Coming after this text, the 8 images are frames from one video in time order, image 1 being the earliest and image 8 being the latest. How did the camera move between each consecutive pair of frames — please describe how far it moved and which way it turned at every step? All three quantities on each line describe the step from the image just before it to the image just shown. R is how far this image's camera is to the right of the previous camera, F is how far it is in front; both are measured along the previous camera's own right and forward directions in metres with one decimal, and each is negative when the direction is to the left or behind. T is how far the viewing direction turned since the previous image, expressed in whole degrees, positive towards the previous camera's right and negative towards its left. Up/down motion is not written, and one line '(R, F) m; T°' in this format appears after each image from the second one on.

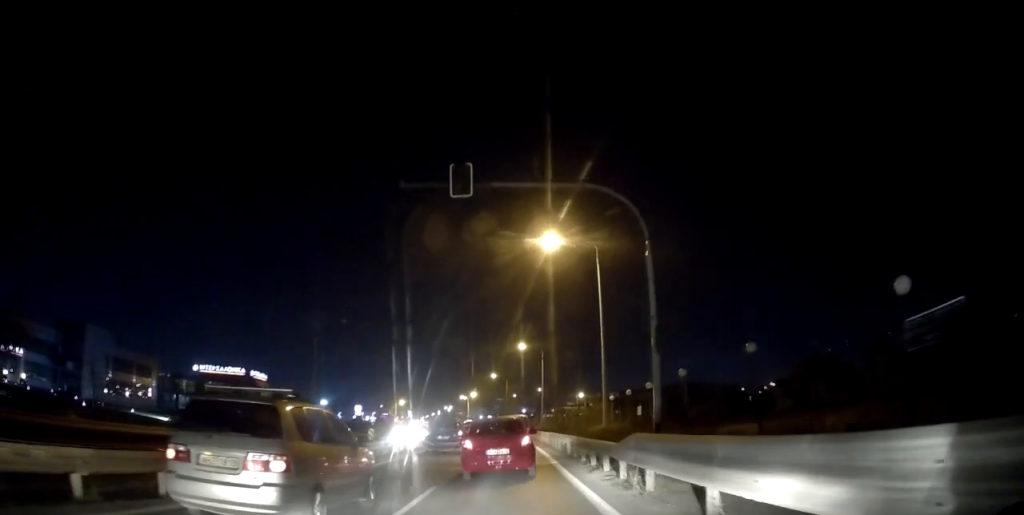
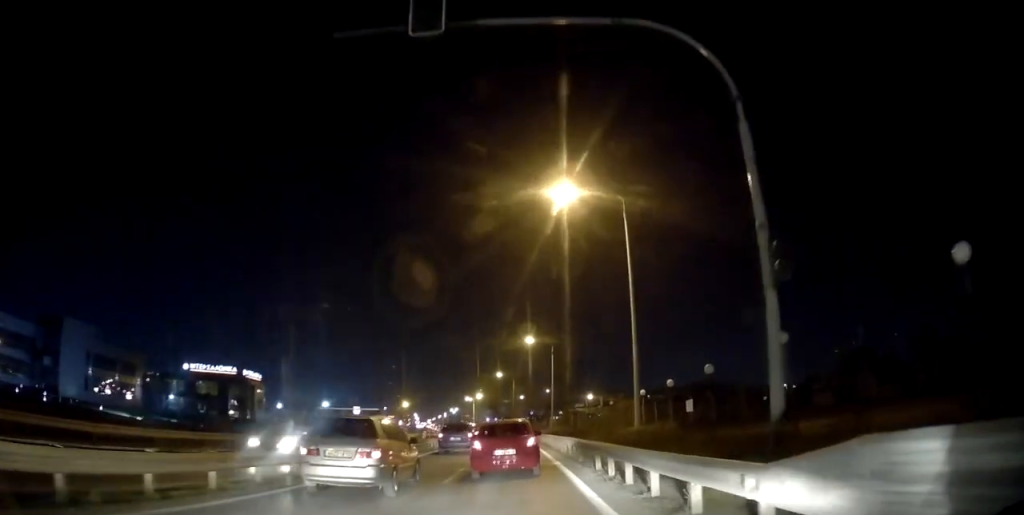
(-0.7, +6.3) m; -7°
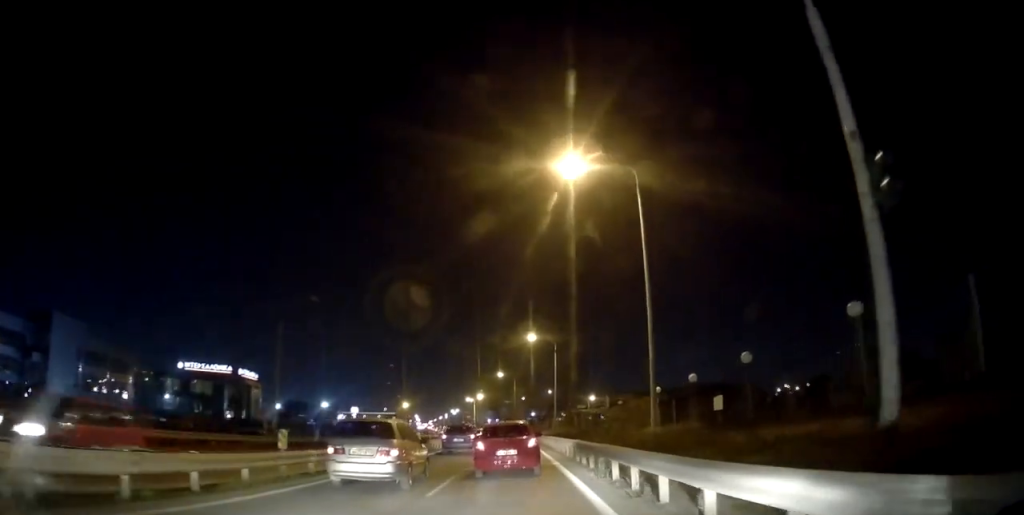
(0.0, +2.5) m; 0°
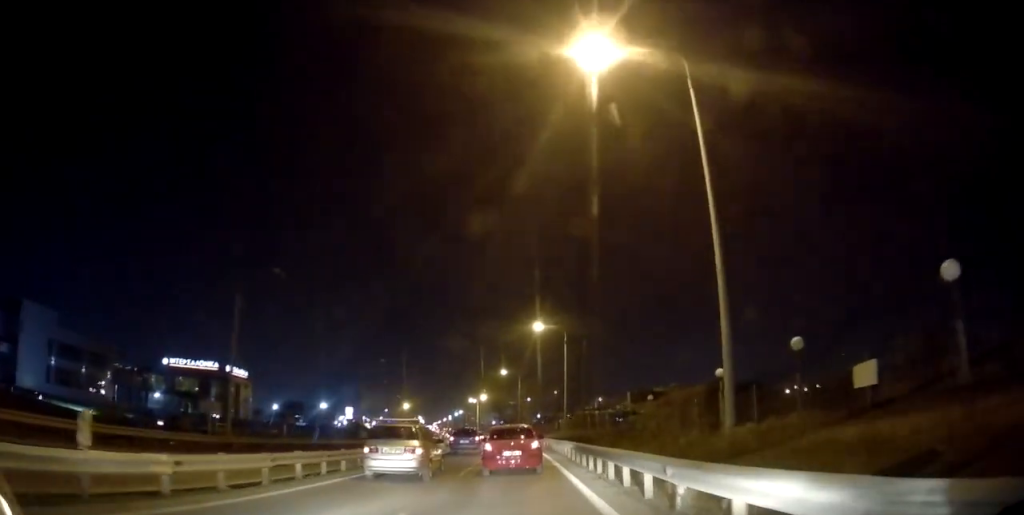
(-0.1, +6.2) m; -2°
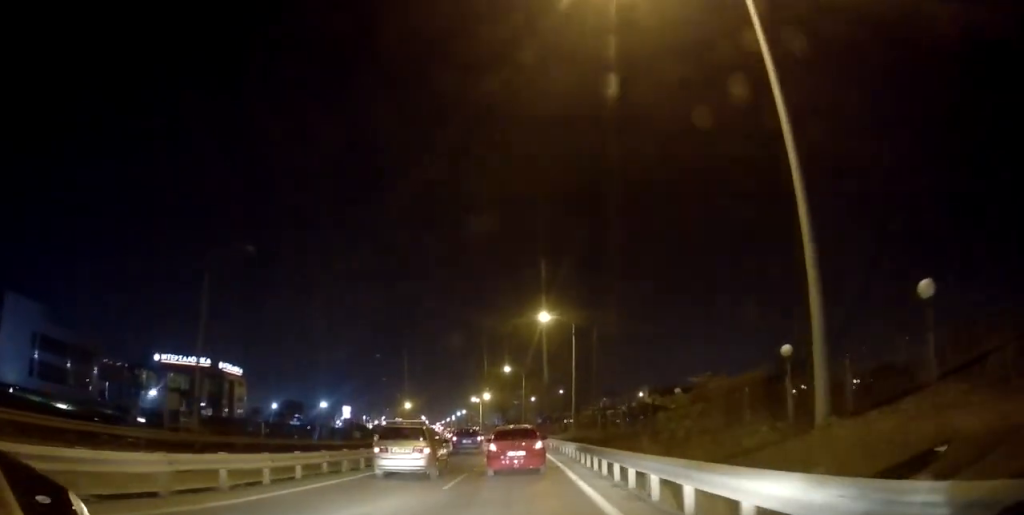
(0.0, +3.5) m; 0°
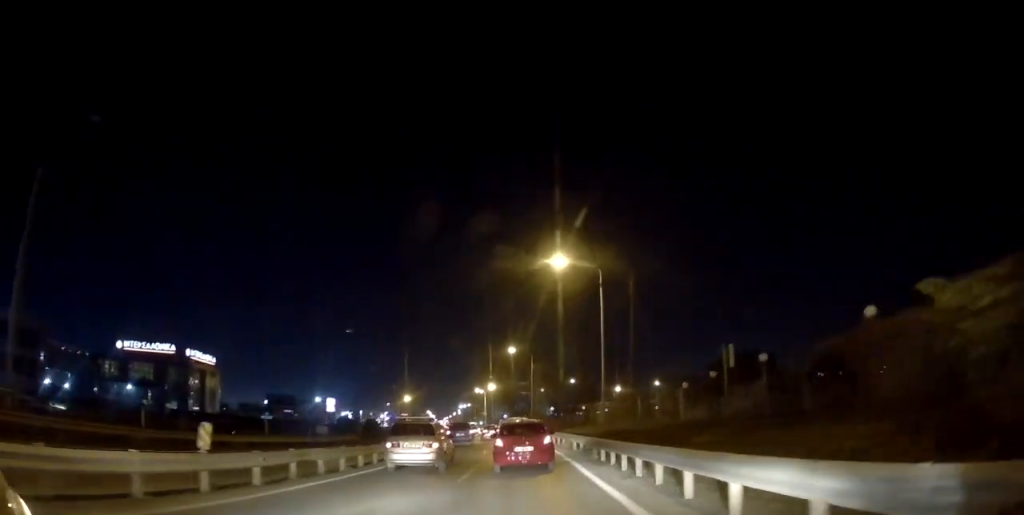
(+0.6, +11.5) m; +4°
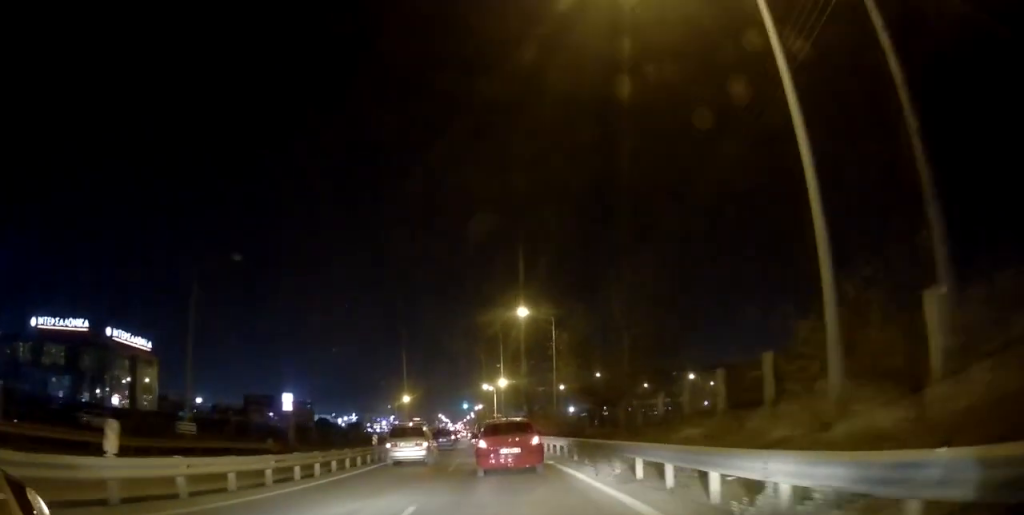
(+0.3, +22.2) m; 0°
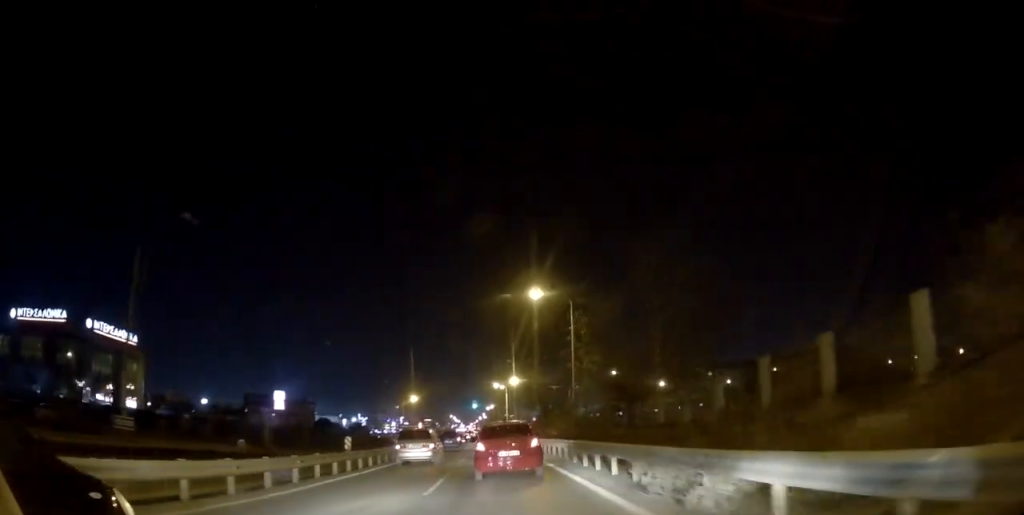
(-0.3, +6.1) m; -3°
